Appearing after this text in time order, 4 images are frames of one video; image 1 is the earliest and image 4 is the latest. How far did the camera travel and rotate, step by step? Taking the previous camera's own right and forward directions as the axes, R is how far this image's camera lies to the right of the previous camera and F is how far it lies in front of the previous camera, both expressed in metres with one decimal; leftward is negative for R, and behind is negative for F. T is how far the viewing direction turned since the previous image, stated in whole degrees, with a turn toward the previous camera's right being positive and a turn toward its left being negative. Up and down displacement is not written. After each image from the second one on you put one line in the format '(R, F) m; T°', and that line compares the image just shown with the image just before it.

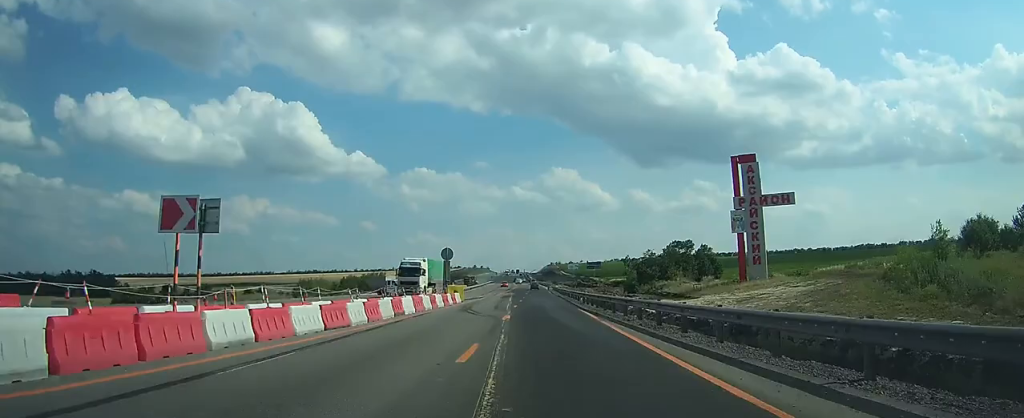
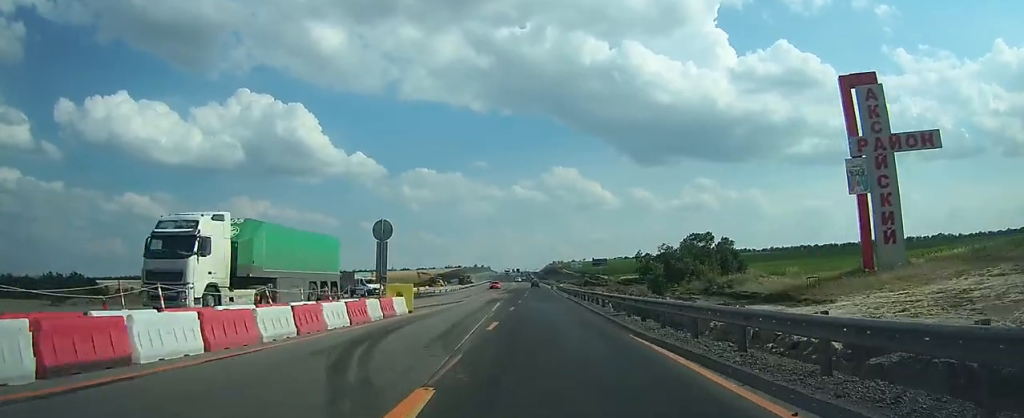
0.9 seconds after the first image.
(+0.1, +17.6) m; 0°
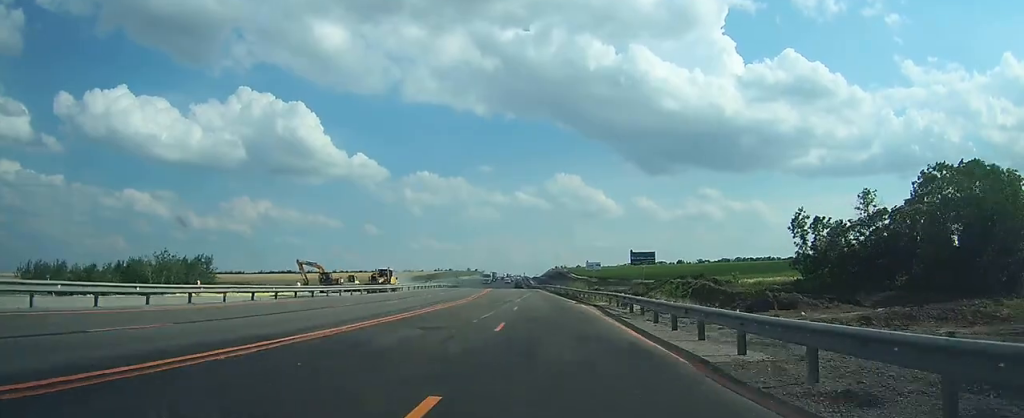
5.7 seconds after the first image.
(+1.1, +93.7) m; +1°
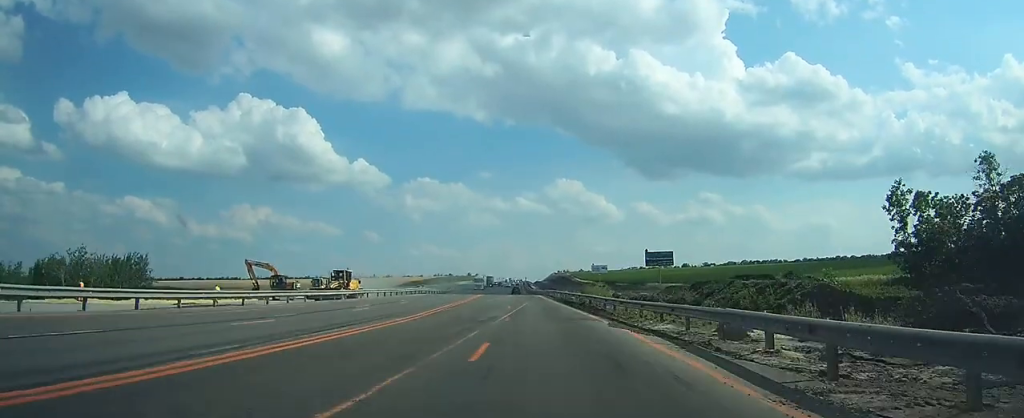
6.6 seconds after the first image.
(0.0, +17.7) m; 0°
